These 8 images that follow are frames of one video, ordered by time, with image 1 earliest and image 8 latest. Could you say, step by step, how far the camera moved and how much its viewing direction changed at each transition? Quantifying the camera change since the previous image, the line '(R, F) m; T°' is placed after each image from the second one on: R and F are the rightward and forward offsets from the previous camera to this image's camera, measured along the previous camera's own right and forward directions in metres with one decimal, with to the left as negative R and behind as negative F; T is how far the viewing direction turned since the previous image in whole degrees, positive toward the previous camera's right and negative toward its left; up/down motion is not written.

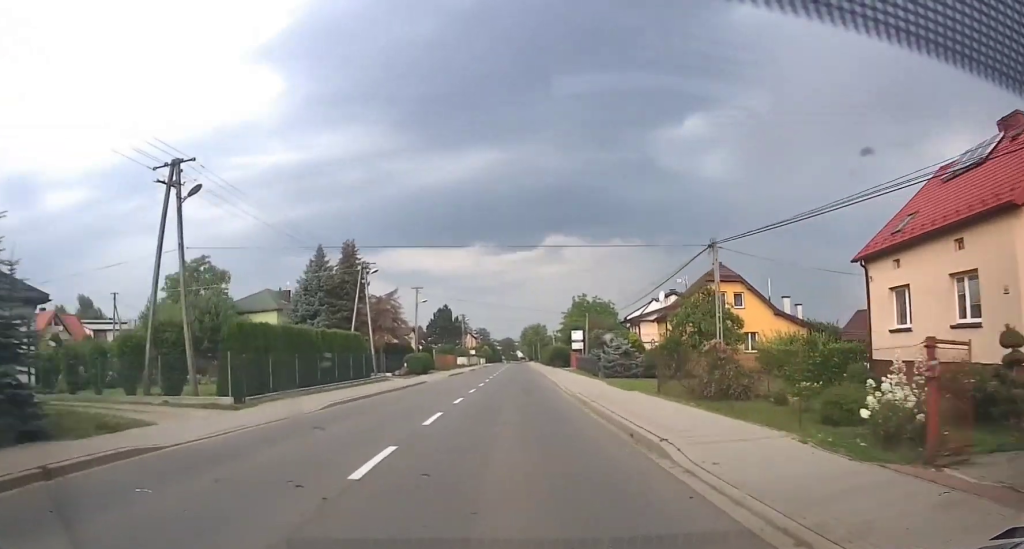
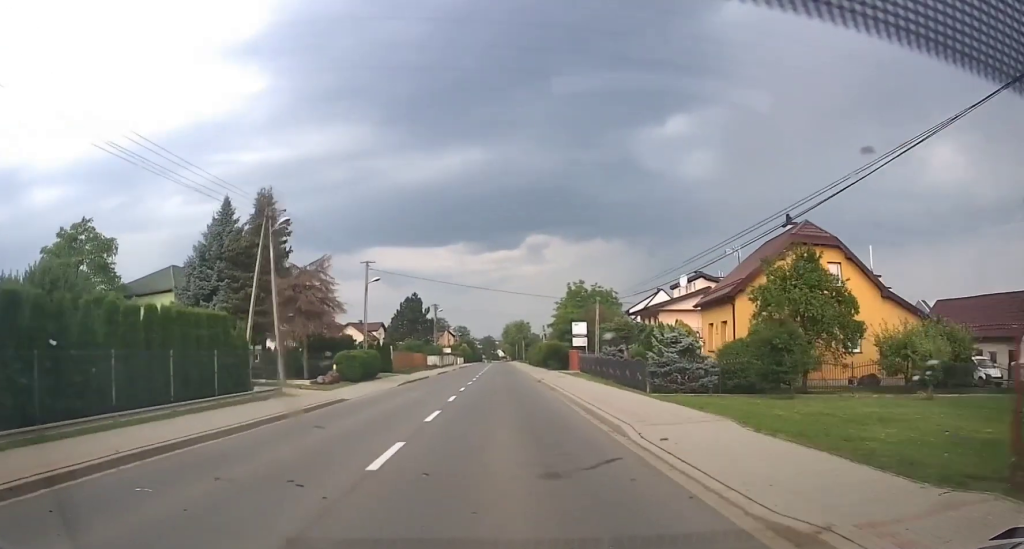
(+0.4, +16.7) m; +2°
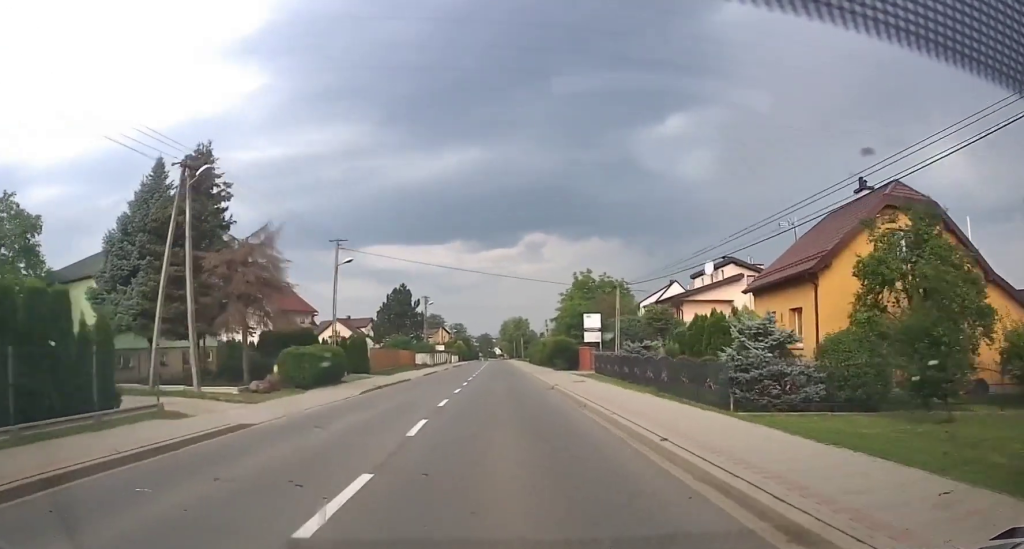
(+0.1, +8.8) m; 0°
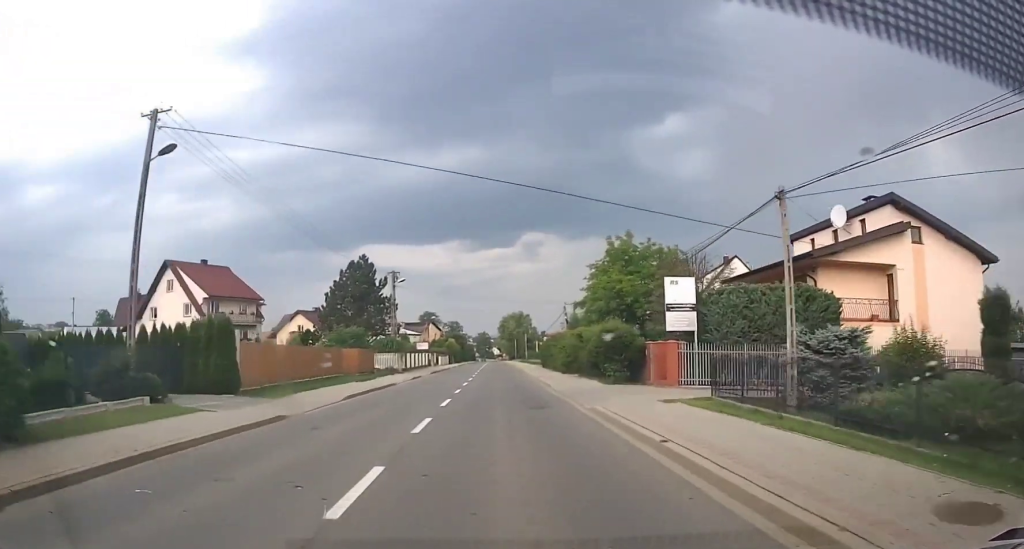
(0.0, +22.2) m; -1°
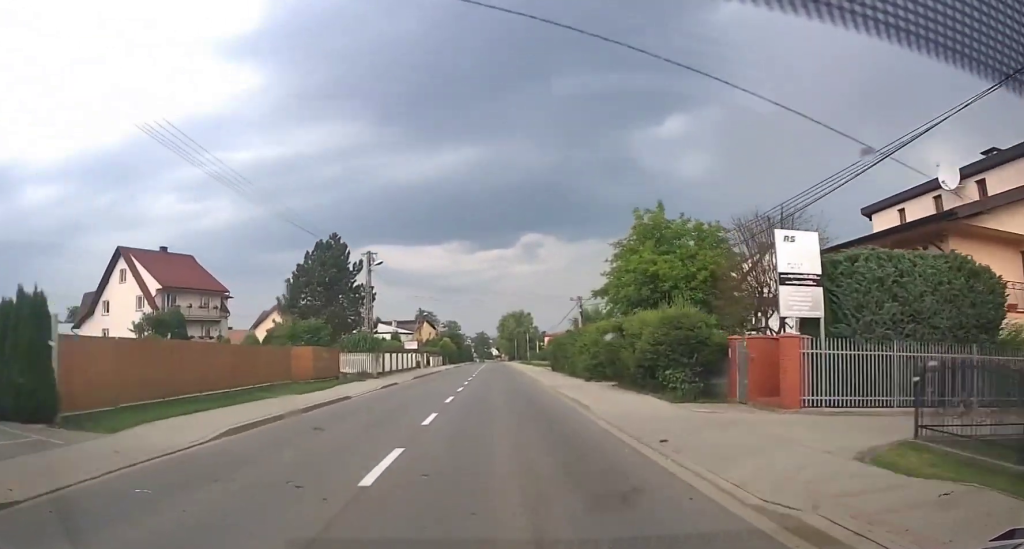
(-0.1, +10.0) m; 0°
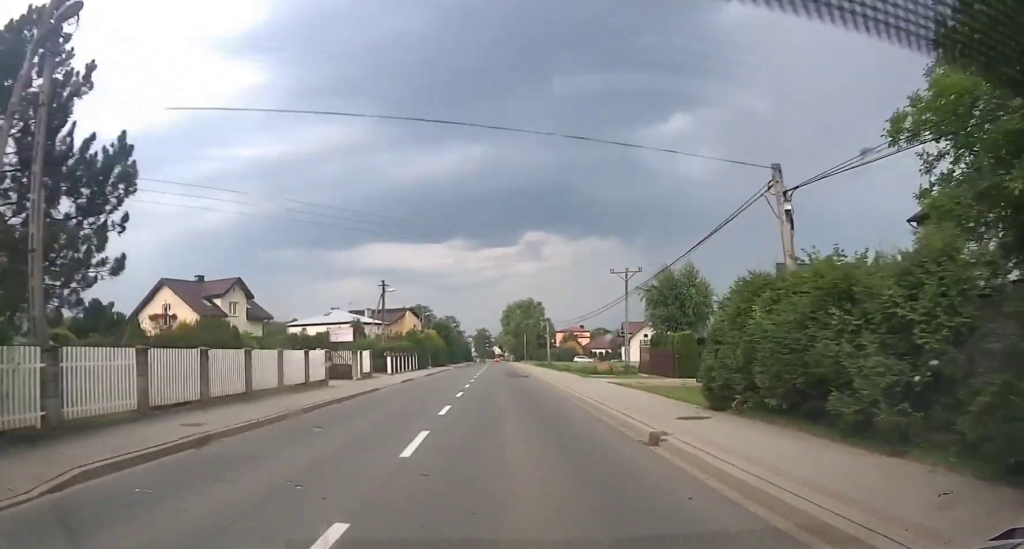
(-0.1, +33.6) m; 0°
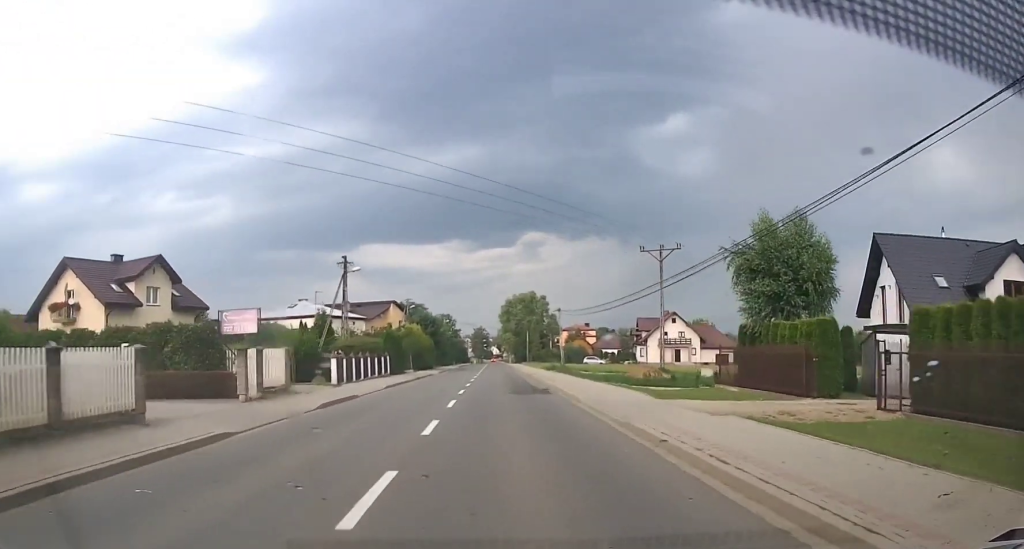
(-0.1, +14.6) m; 0°
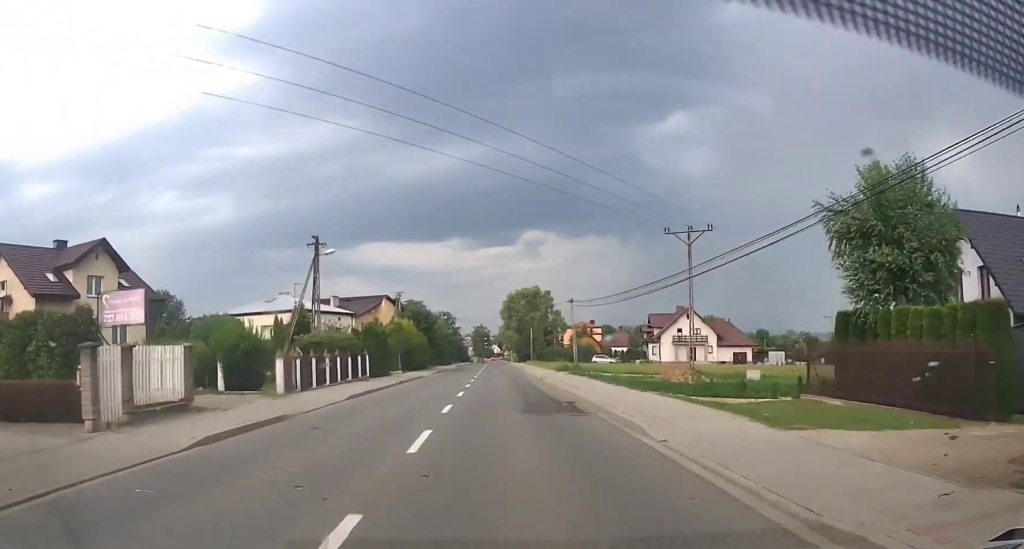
(-0.1, +7.5) m; 0°
